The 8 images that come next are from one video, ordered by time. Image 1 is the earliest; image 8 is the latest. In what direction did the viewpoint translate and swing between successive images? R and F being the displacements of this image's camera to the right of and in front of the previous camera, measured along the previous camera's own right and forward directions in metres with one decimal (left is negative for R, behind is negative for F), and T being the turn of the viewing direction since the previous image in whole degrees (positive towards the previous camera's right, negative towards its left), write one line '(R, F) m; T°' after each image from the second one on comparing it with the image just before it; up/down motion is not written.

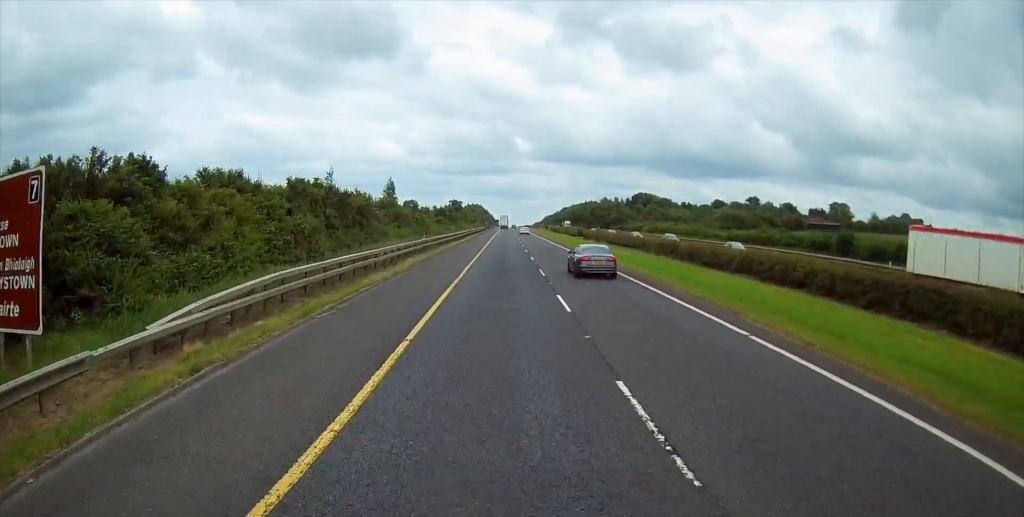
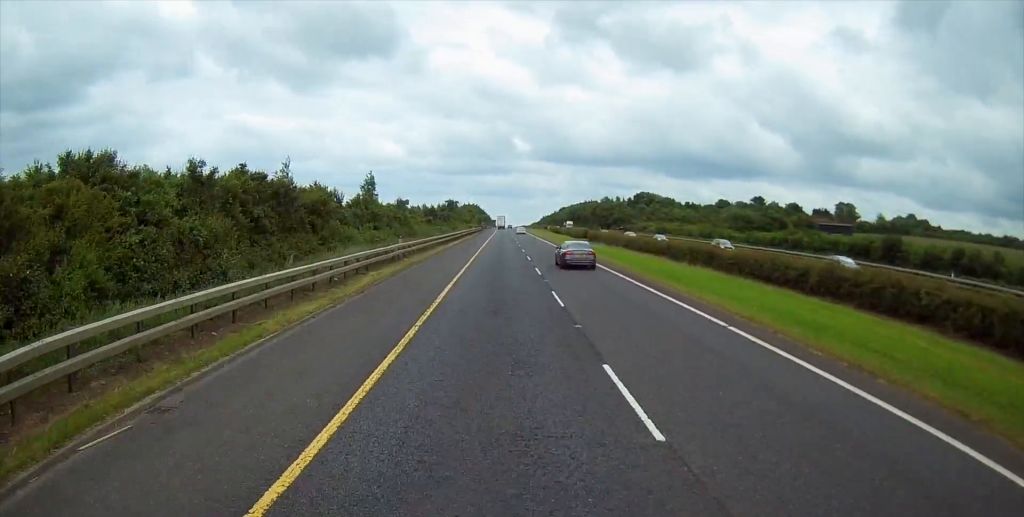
(-0.2, +10.9) m; 0°
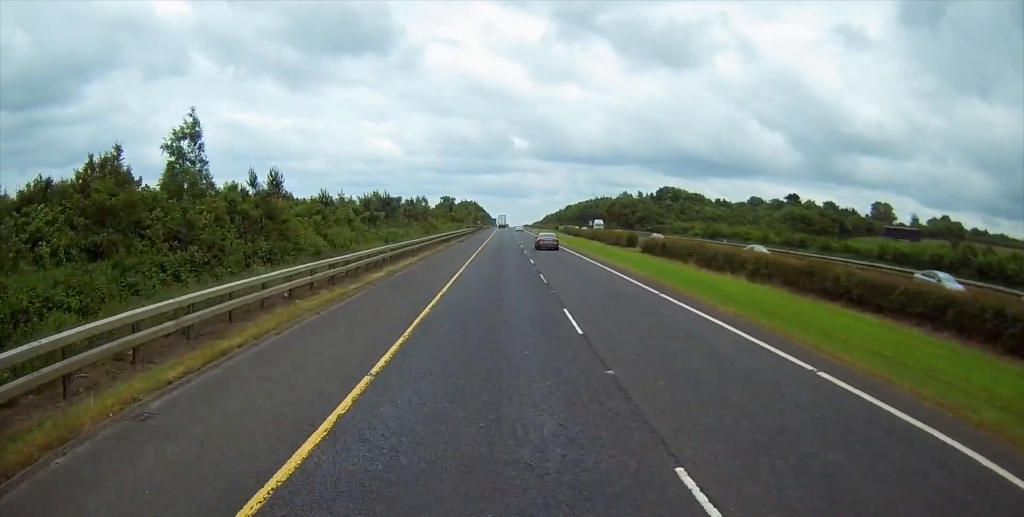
(0.0, +41.0) m; 0°
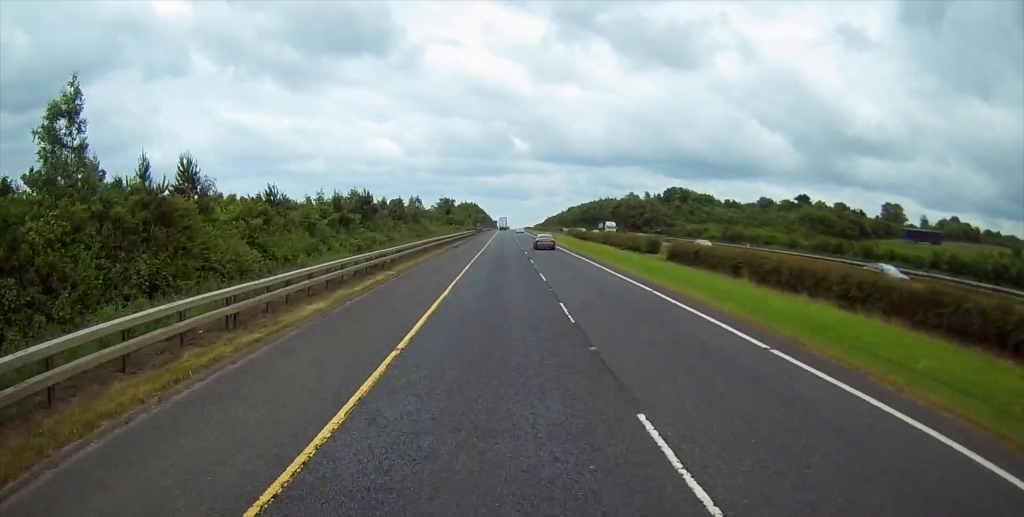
(-0.1, +10.0) m; 0°
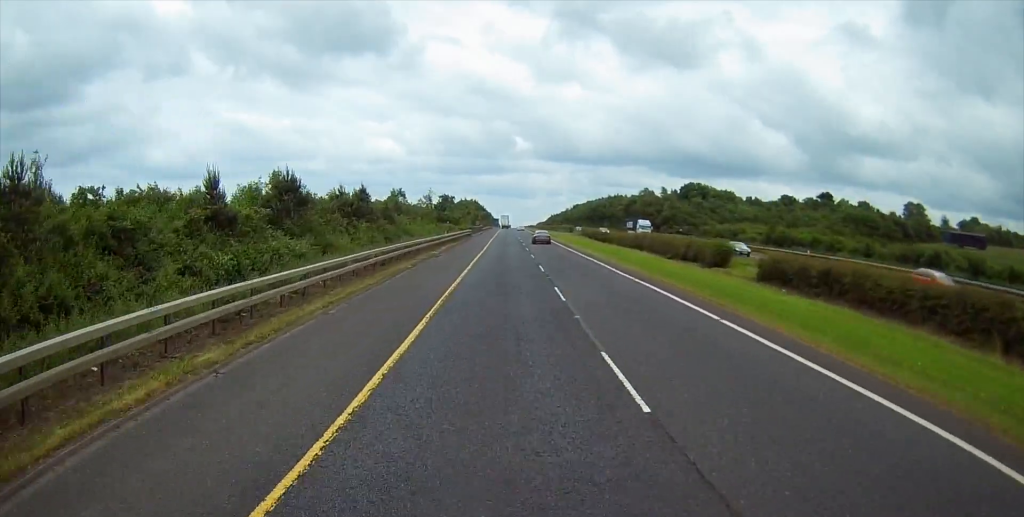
(-0.1, +19.9) m; 0°
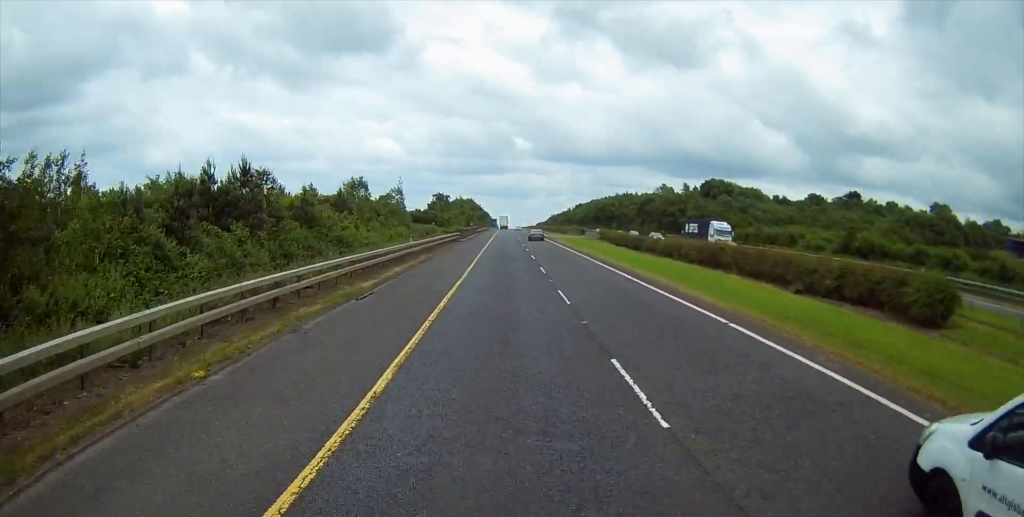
(+0.2, +24.5) m; 0°
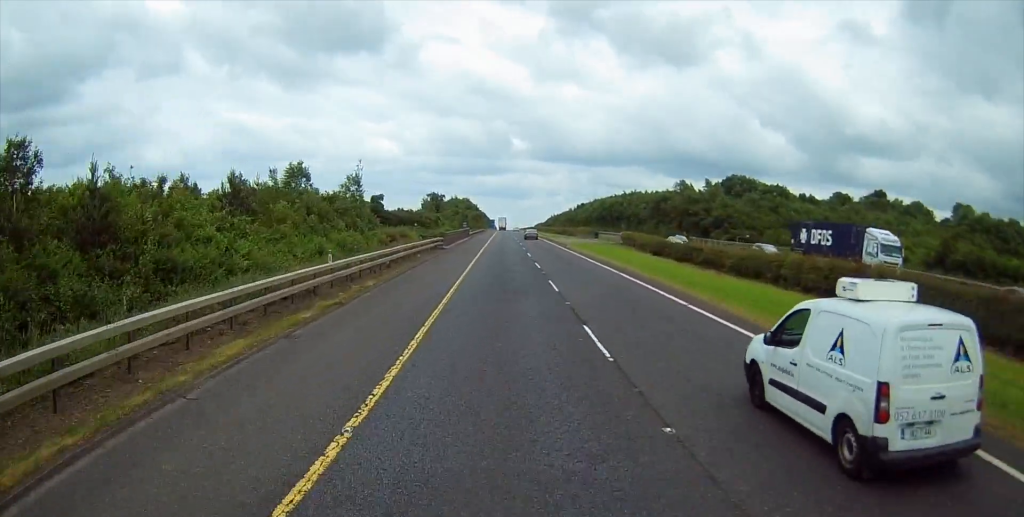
(-0.1, +20.1) m; 0°
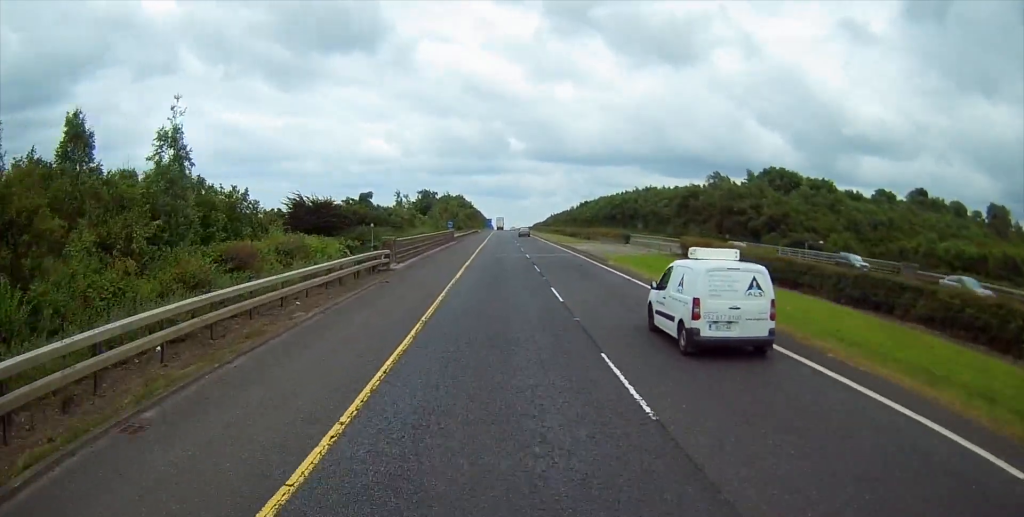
(+0.3, +27.9) m; 0°
